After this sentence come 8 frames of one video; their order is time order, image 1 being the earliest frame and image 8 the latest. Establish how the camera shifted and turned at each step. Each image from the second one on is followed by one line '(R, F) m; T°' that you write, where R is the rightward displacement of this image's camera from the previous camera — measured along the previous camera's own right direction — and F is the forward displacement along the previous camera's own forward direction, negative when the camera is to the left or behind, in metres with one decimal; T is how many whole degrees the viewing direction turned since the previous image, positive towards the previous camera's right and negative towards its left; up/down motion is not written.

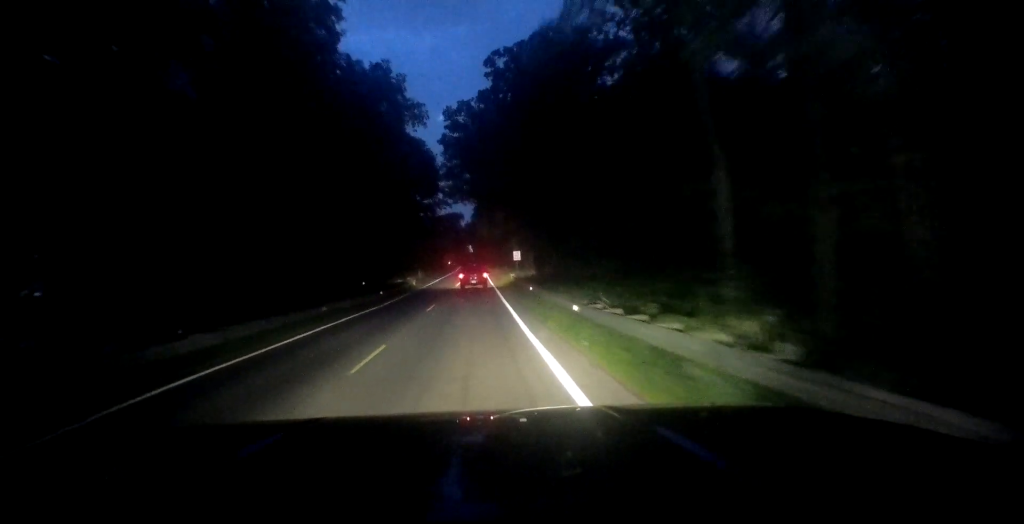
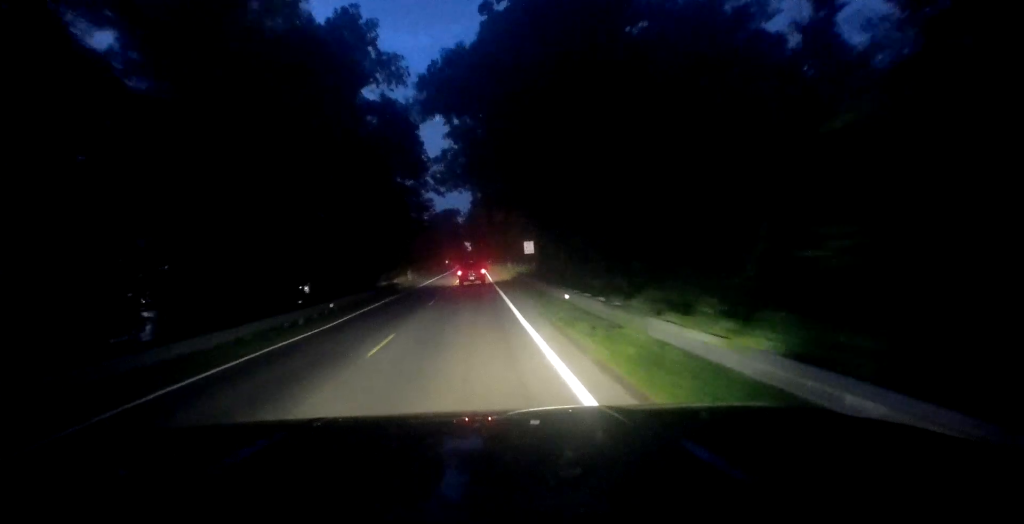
(+0.4, +13.8) m; 0°
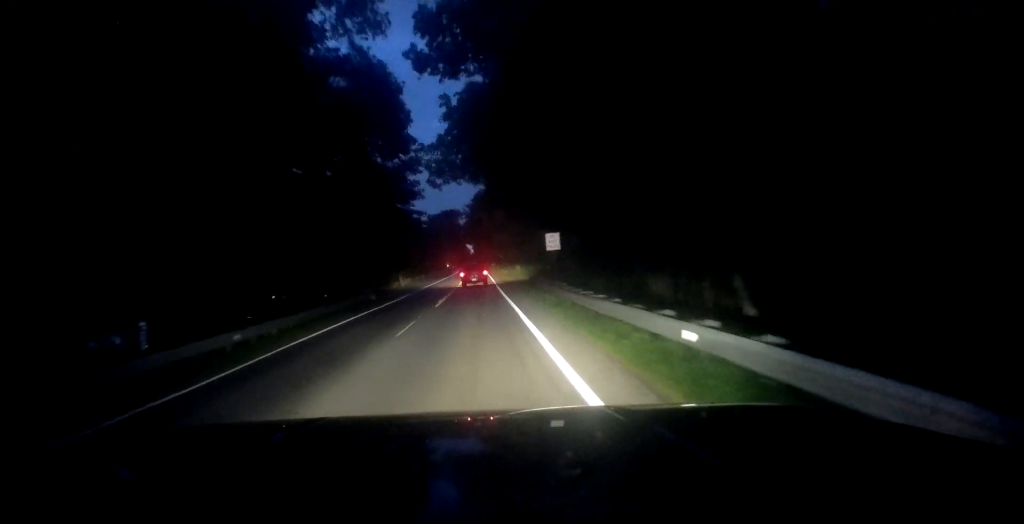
(-0.3, +11.4) m; -1°
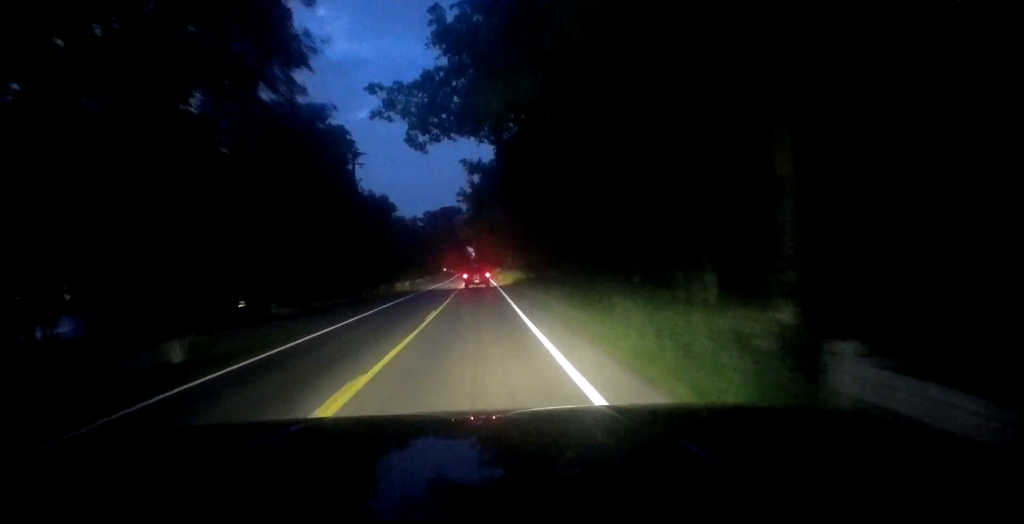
(-0.4, +25.5) m; -2°
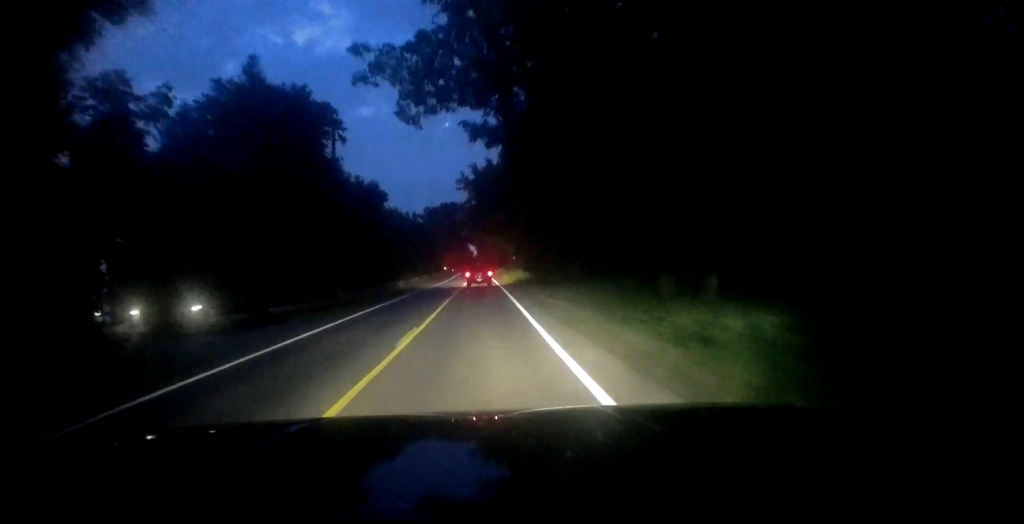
(-0.2, +8.3) m; 0°
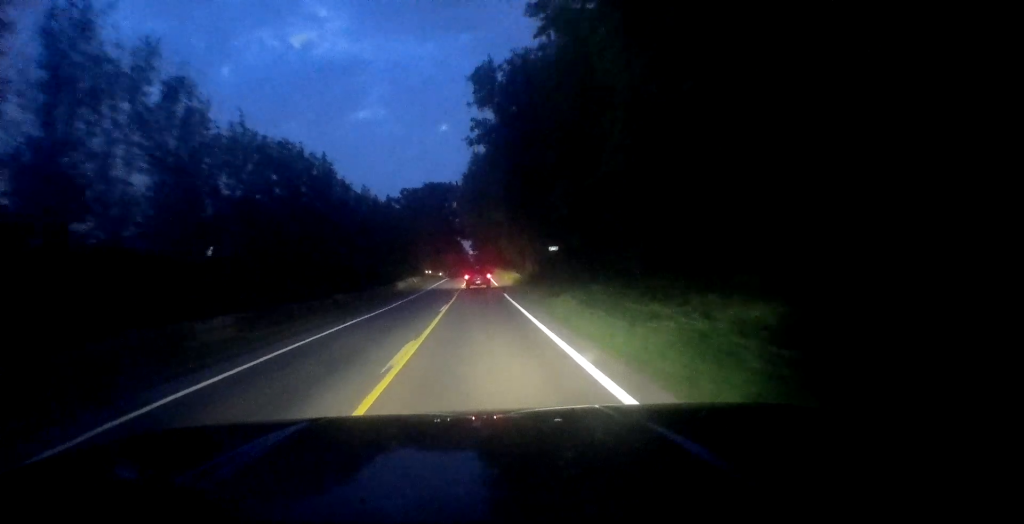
(0.0, +48.6) m; +1°
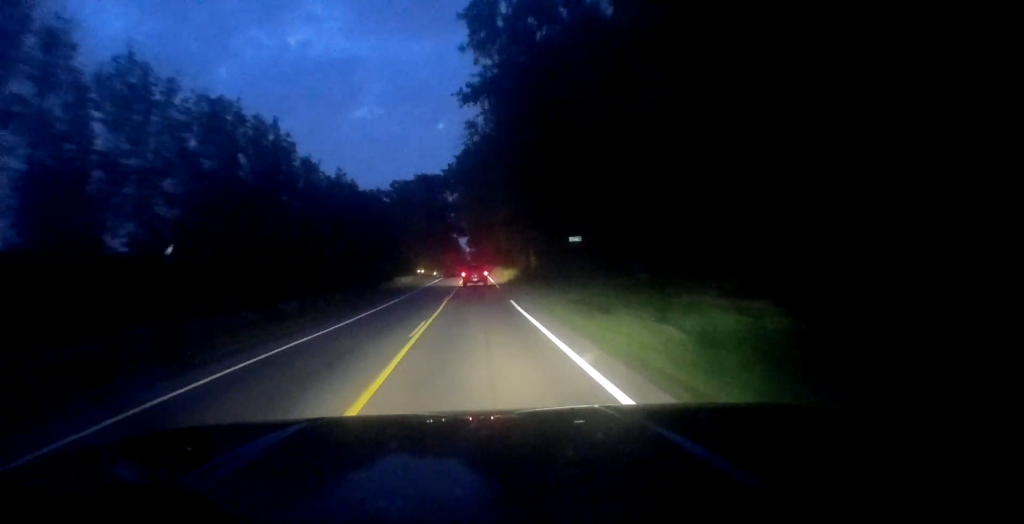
(-0.2, +9.6) m; +1°
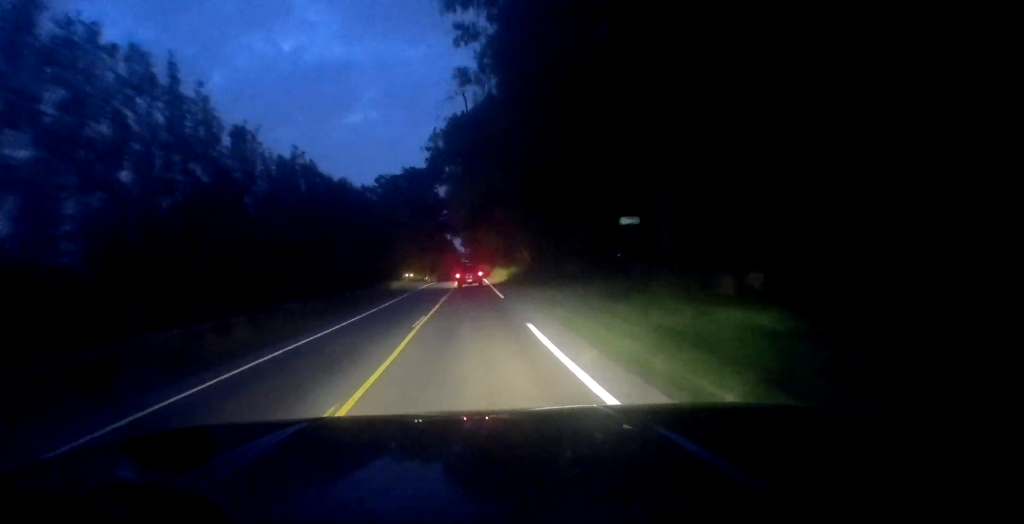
(+0.5, +11.5) m; +1°
